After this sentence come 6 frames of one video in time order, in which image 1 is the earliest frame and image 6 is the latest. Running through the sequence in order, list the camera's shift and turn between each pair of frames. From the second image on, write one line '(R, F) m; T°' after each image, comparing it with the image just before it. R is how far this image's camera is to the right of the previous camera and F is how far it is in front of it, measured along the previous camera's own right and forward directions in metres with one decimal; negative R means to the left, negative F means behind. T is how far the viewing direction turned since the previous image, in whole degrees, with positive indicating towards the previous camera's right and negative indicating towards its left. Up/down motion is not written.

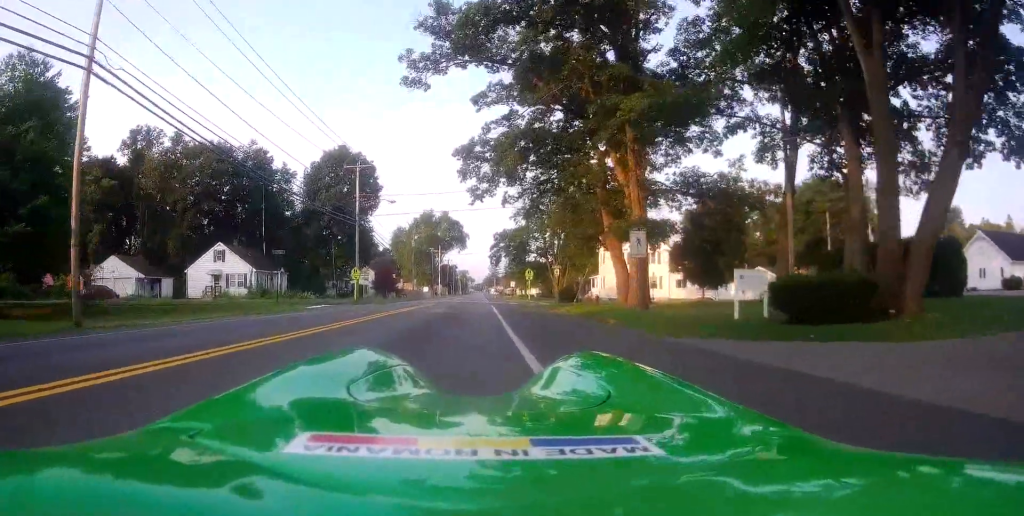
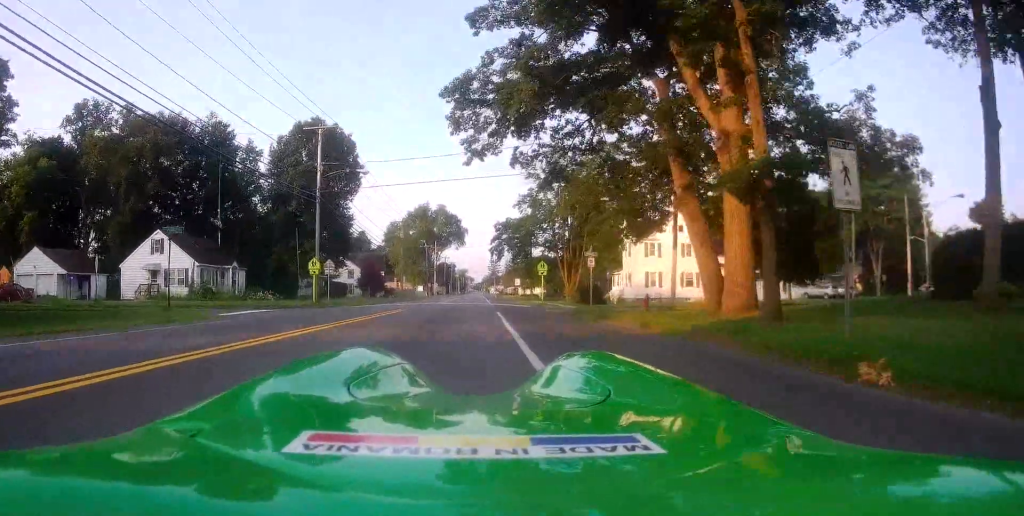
(-0.5, +12.4) m; -1°
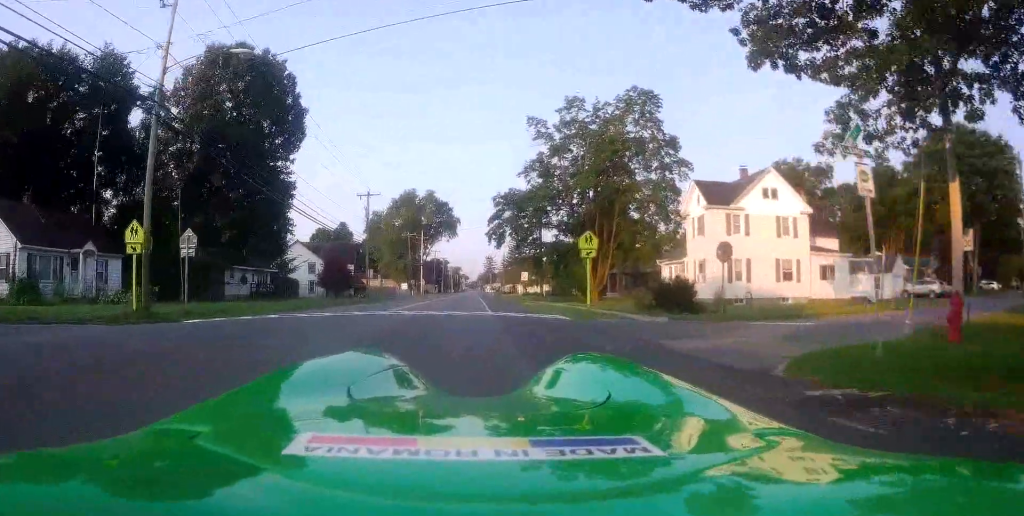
(+0.4, +20.4) m; +1°
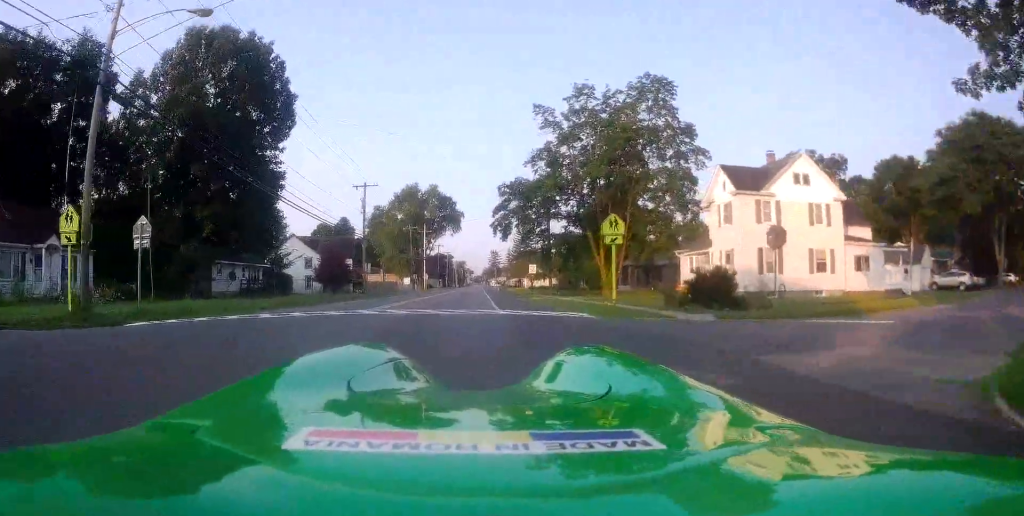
(0.0, +3.9) m; 0°
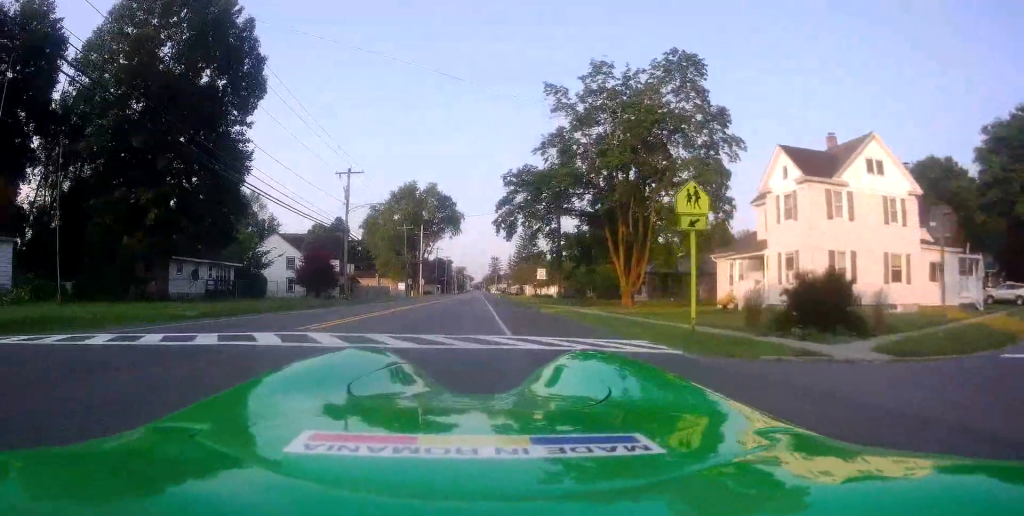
(-0.1, +7.3) m; 0°
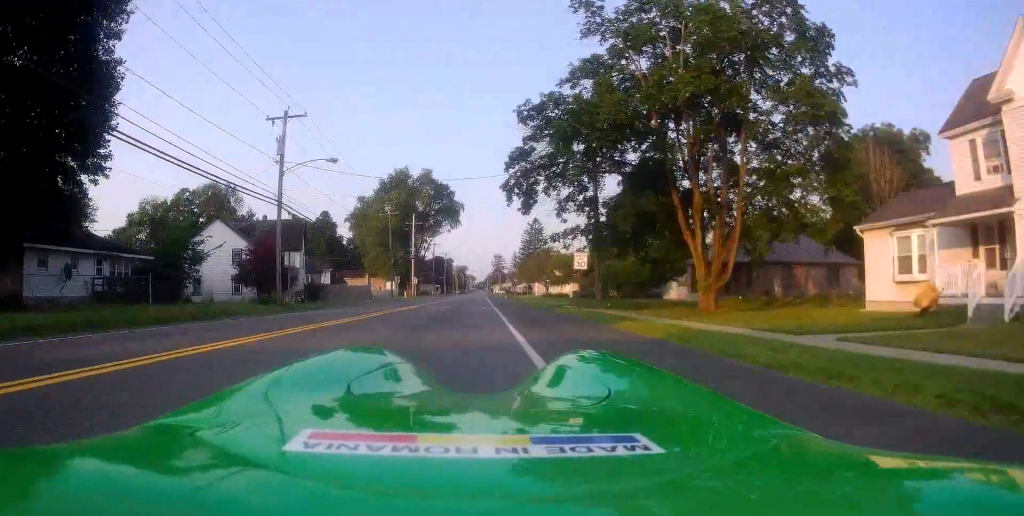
(0.0, +16.2) m; -1°
